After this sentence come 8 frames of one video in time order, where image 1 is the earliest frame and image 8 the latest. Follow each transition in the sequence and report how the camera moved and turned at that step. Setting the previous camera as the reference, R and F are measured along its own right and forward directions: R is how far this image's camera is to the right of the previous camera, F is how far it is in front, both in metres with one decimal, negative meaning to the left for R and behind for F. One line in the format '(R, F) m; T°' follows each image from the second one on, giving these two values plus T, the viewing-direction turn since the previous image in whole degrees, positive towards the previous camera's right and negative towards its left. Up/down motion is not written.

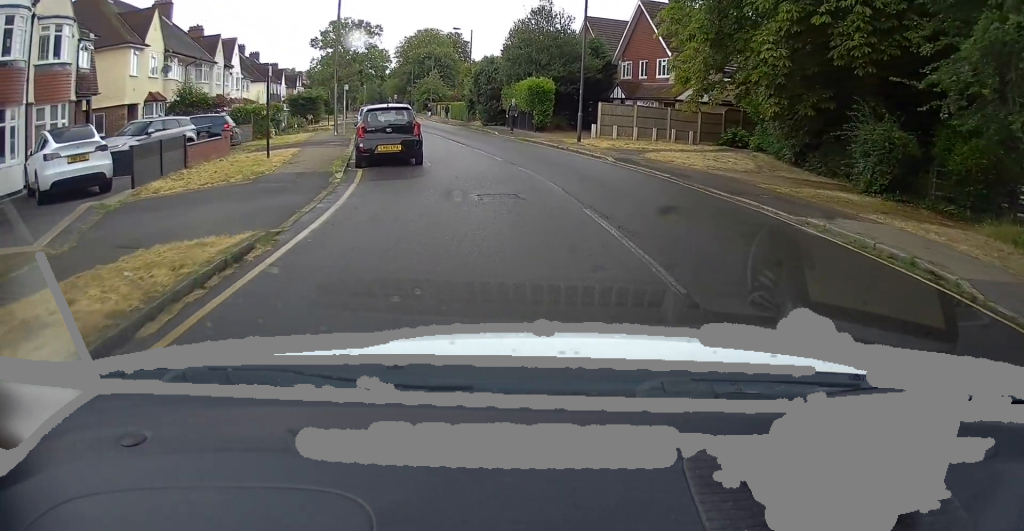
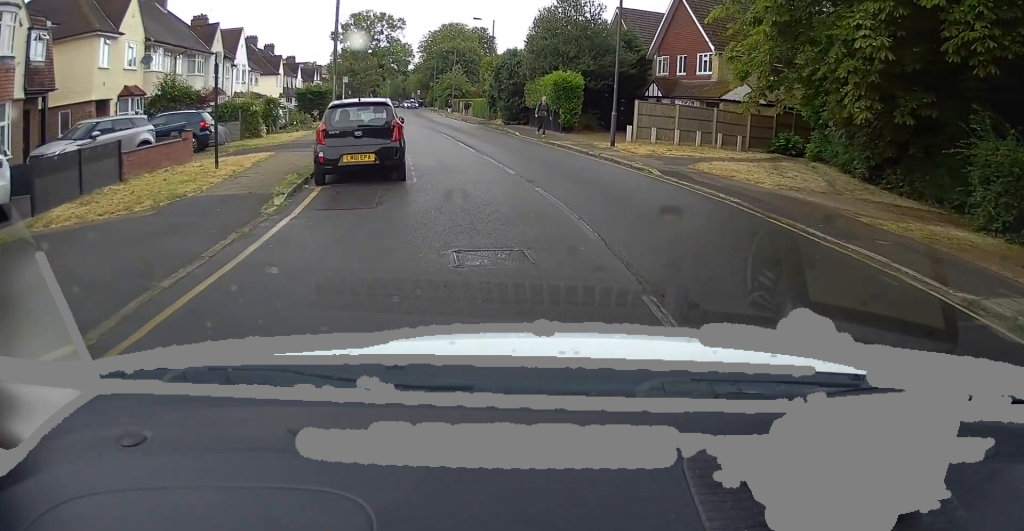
(-0.1, +4.0) m; -3°
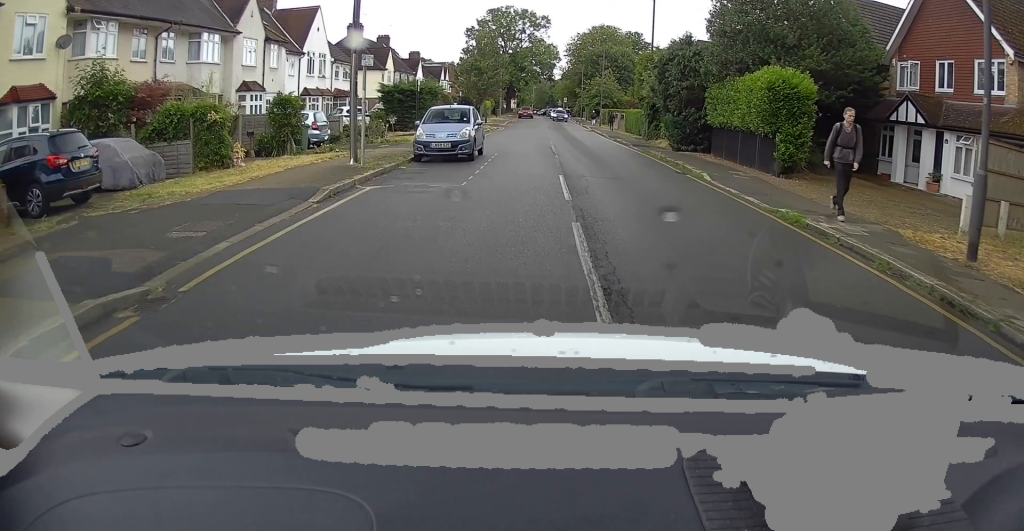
(-1.3, +14.8) m; -10°
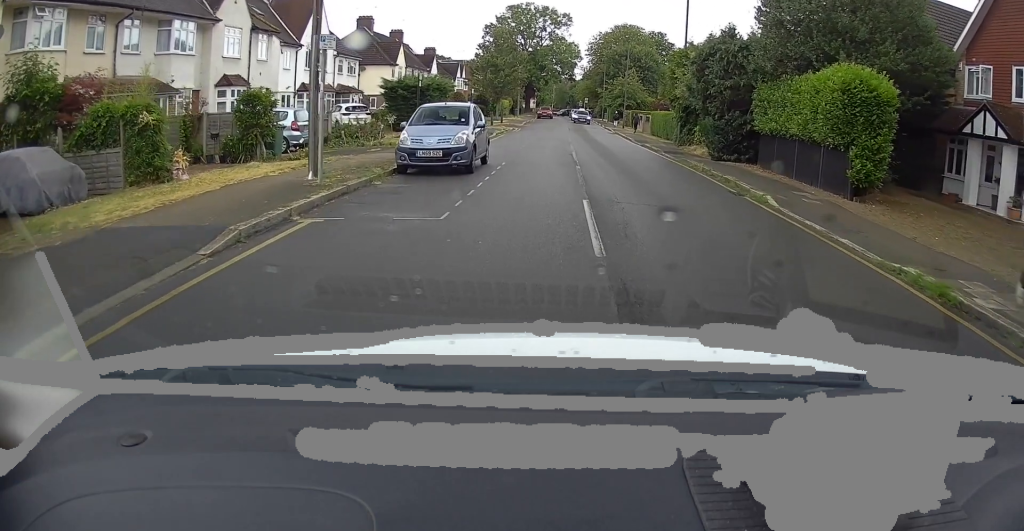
(-0.1, +3.8) m; -2°
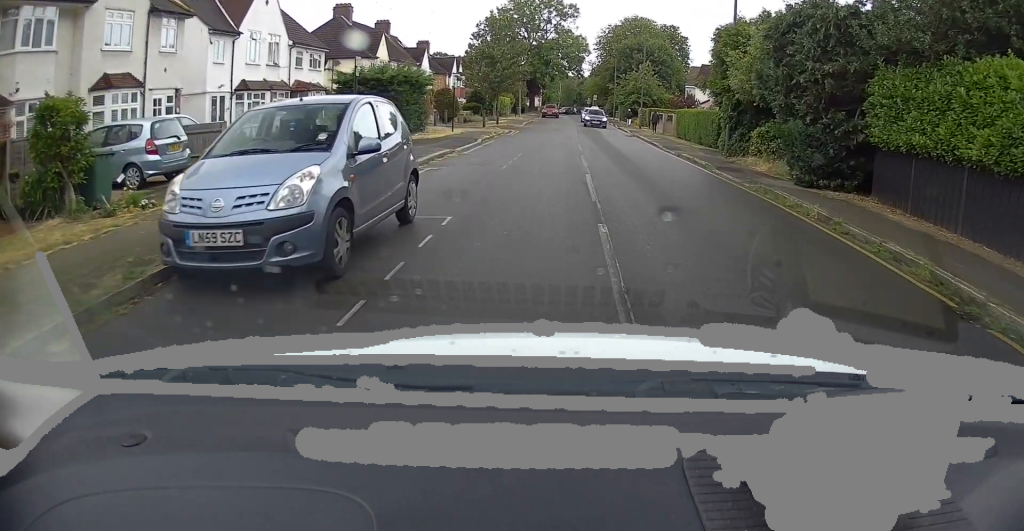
(-0.2, +8.1) m; -2°
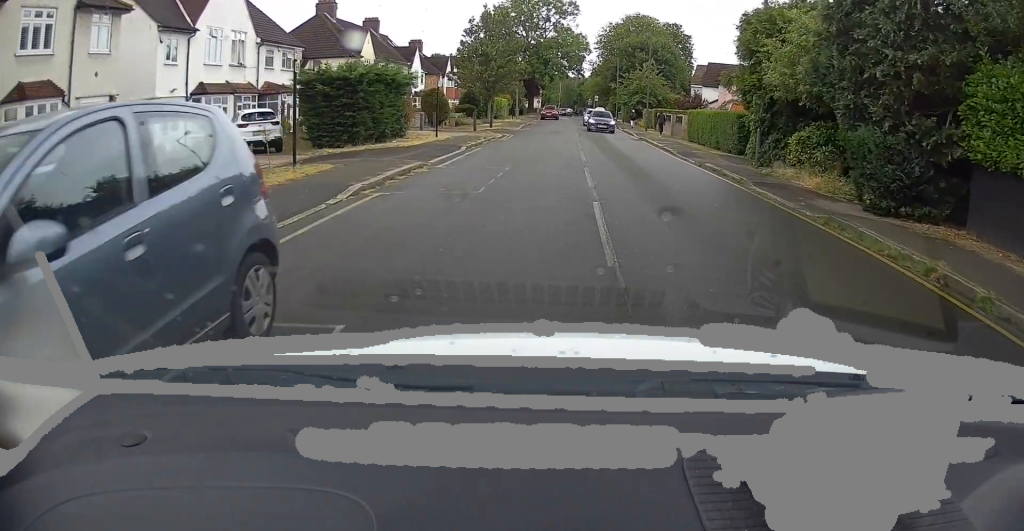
(0.0, +4.2) m; 0°
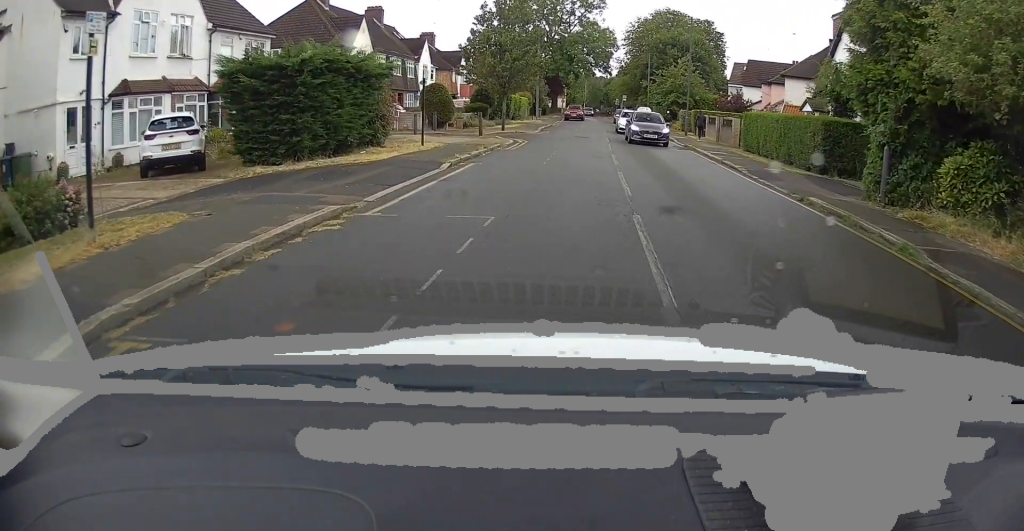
(-0.1, +7.0) m; -1°
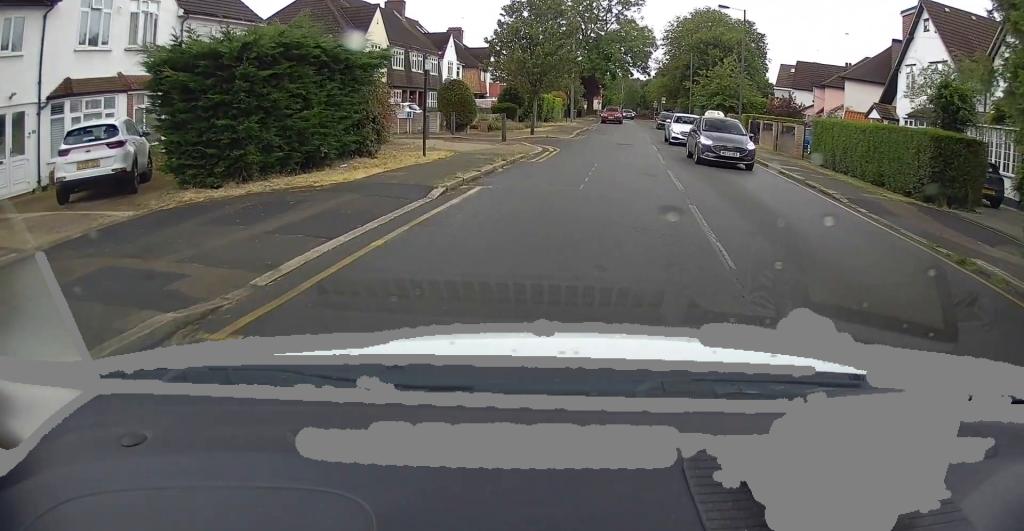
(-0.1, +4.8) m; -1°
